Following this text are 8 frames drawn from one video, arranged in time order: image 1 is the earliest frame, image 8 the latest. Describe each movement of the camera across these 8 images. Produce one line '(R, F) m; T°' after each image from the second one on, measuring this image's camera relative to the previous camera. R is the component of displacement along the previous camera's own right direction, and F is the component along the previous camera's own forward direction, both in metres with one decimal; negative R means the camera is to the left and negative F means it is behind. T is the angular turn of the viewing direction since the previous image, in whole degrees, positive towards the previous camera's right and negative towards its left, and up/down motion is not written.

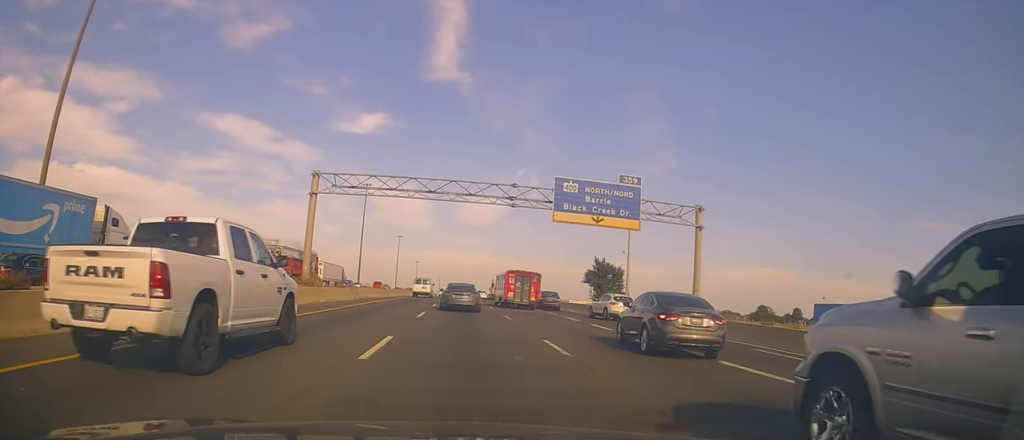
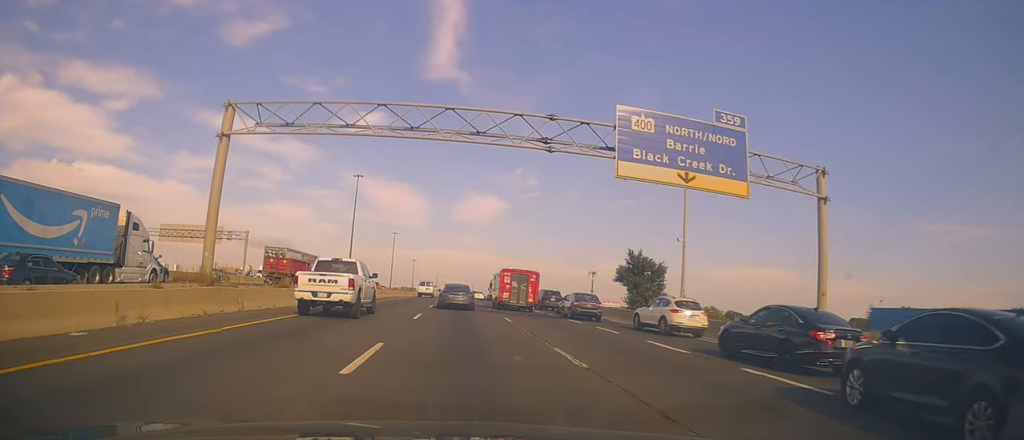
(+0.3, +13.2) m; +2°
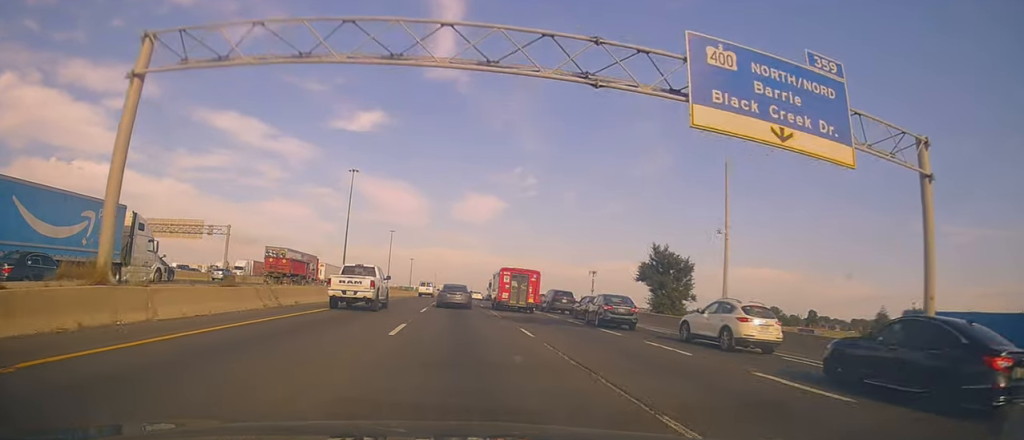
(+0.3, +6.4) m; 0°
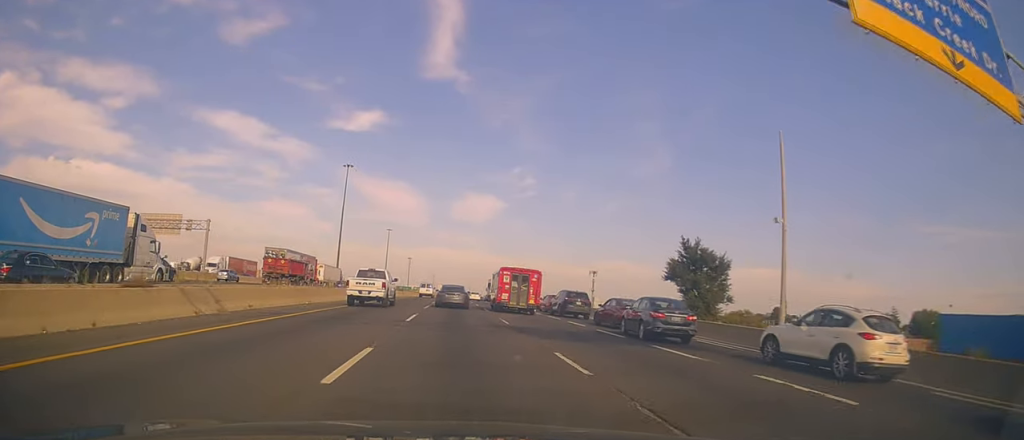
(-0.3, +6.3) m; -1°
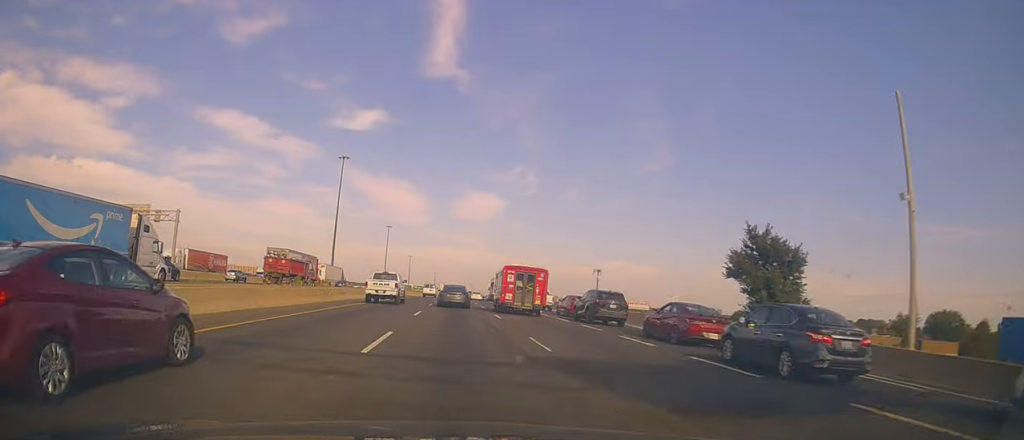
(-0.1, +8.5) m; 0°
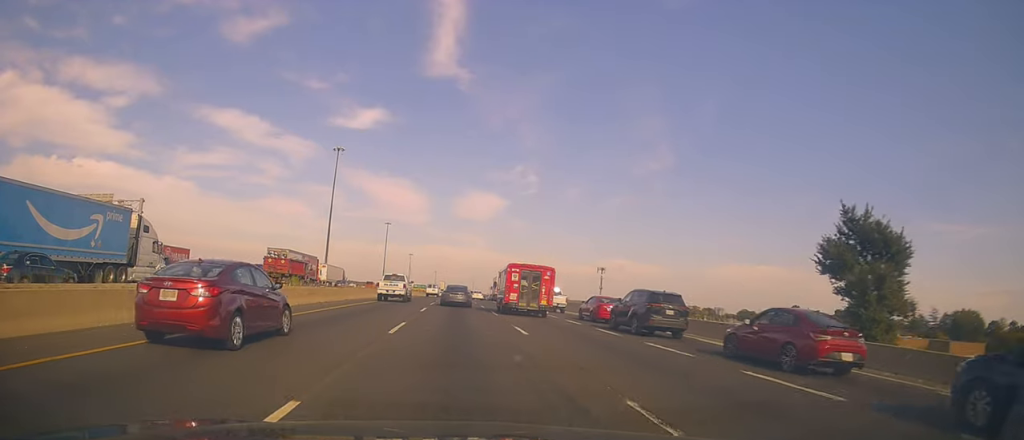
(+0.2, +7.9) m; 0°
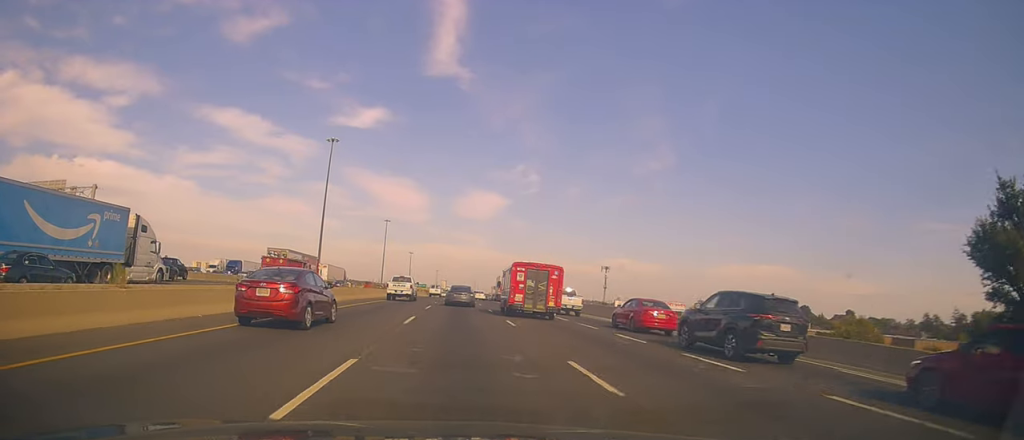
(-0.1, +8.4) m; 0°
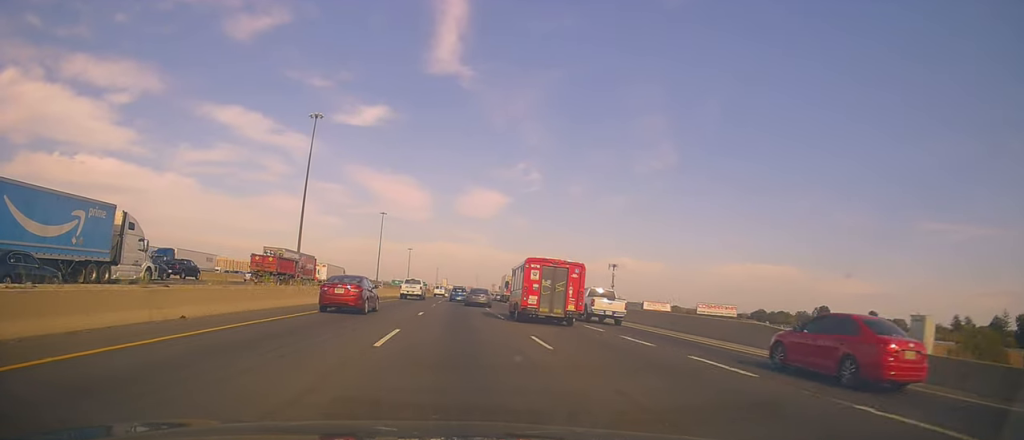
(-0.1, +17.8) m; +1°
